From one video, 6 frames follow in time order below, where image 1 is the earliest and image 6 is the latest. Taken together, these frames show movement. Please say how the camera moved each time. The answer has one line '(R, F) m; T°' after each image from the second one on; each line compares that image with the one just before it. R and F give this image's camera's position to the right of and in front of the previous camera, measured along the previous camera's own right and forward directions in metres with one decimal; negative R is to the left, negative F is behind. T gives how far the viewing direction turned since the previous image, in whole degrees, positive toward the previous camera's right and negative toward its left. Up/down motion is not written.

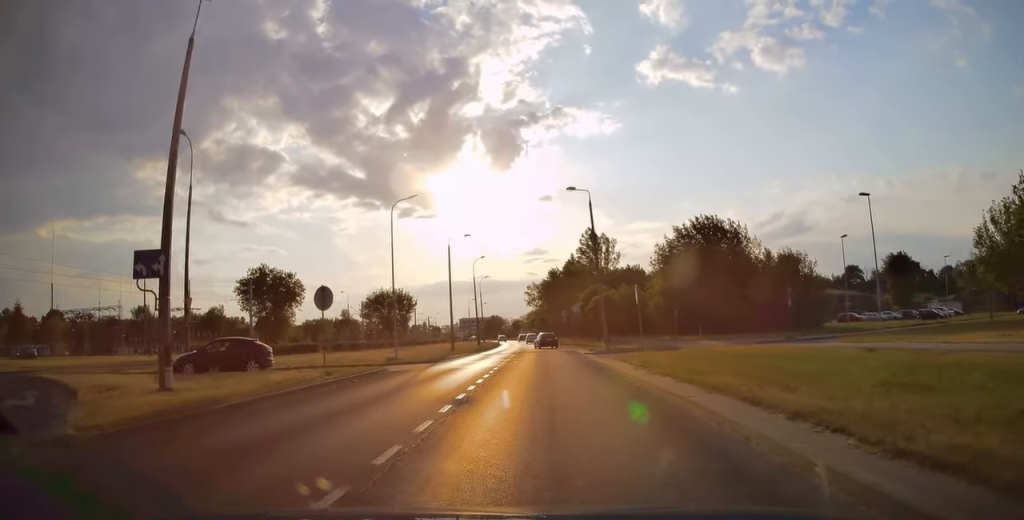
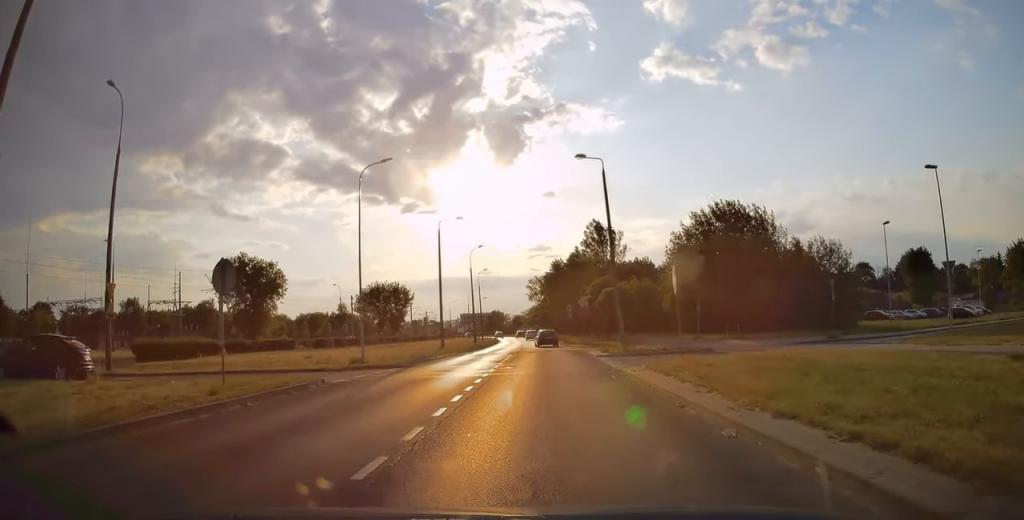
(-0.1, +6.7) m; -1°
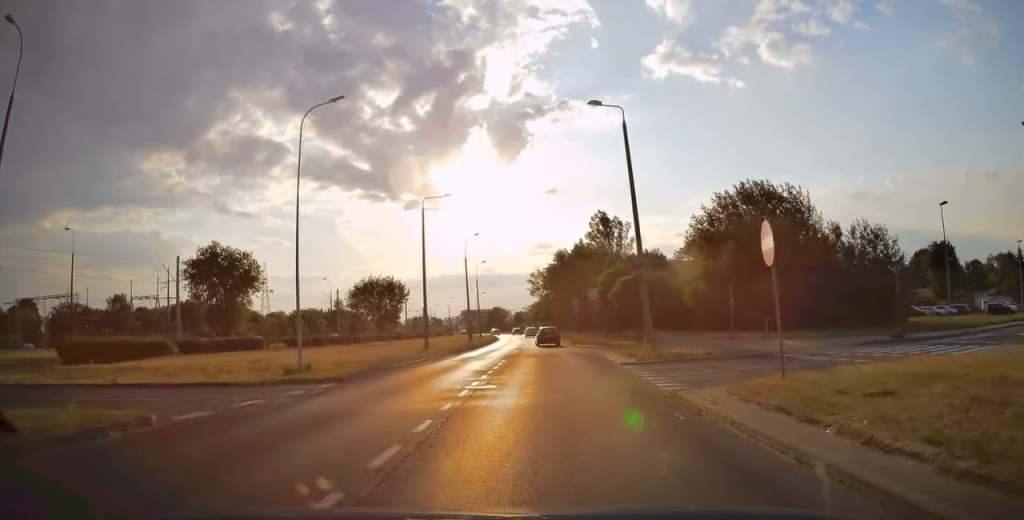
(0.0, +7.5) m; -1°
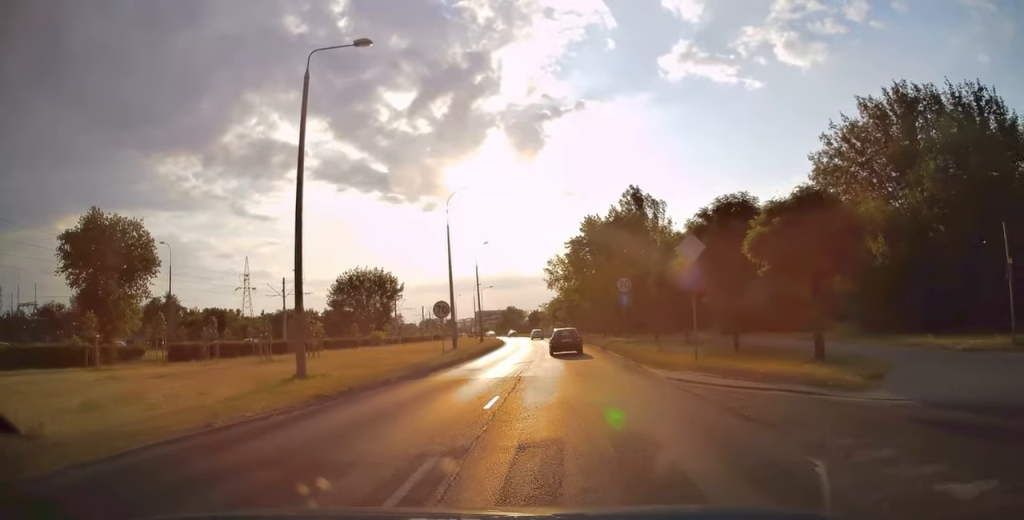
(-0.6, +24.2) m; -2°
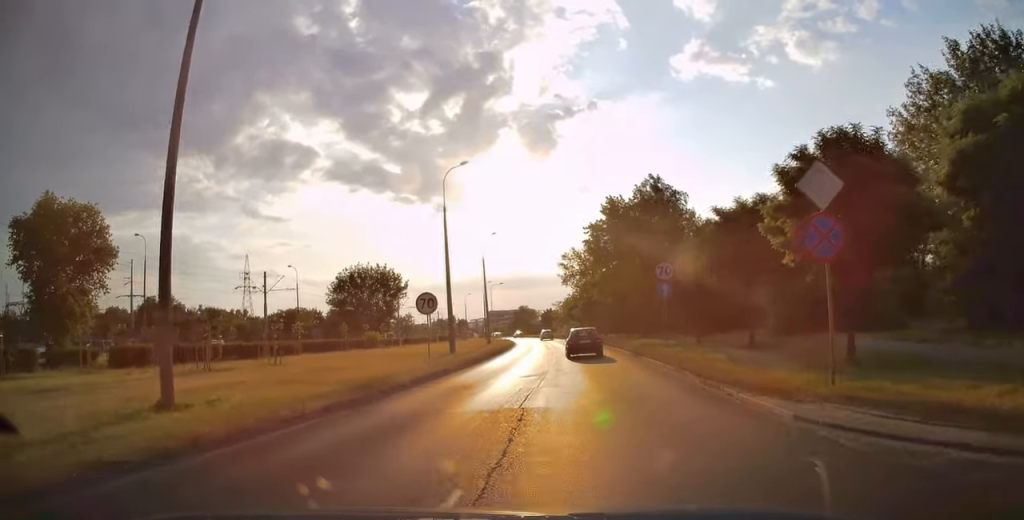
(0.0, +8.5) m; 0°
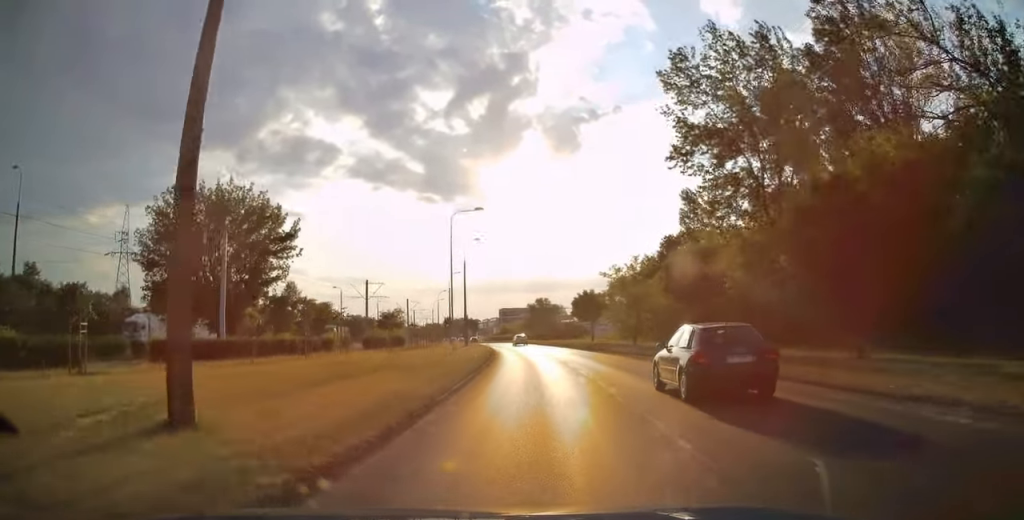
(-1.4, +64.1) m; -4°
